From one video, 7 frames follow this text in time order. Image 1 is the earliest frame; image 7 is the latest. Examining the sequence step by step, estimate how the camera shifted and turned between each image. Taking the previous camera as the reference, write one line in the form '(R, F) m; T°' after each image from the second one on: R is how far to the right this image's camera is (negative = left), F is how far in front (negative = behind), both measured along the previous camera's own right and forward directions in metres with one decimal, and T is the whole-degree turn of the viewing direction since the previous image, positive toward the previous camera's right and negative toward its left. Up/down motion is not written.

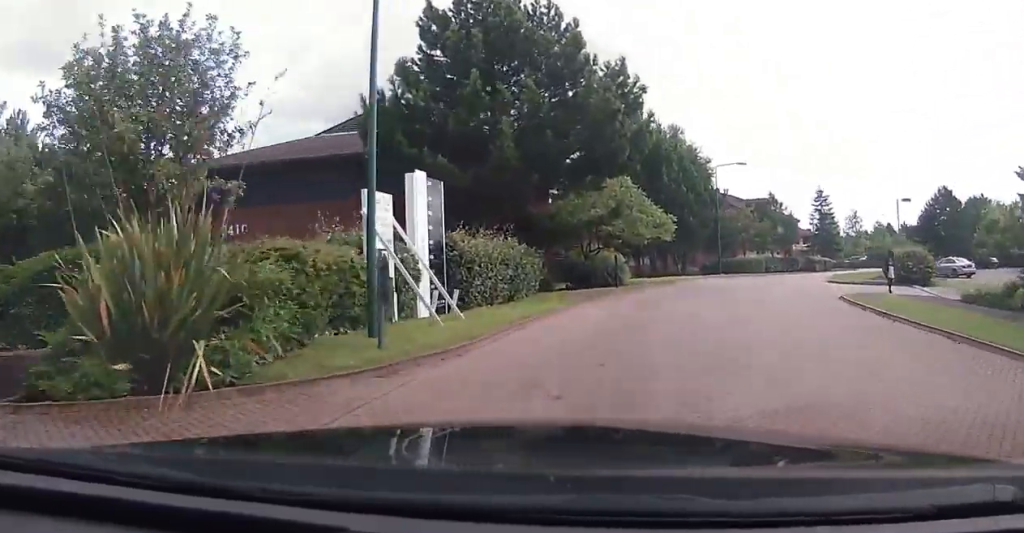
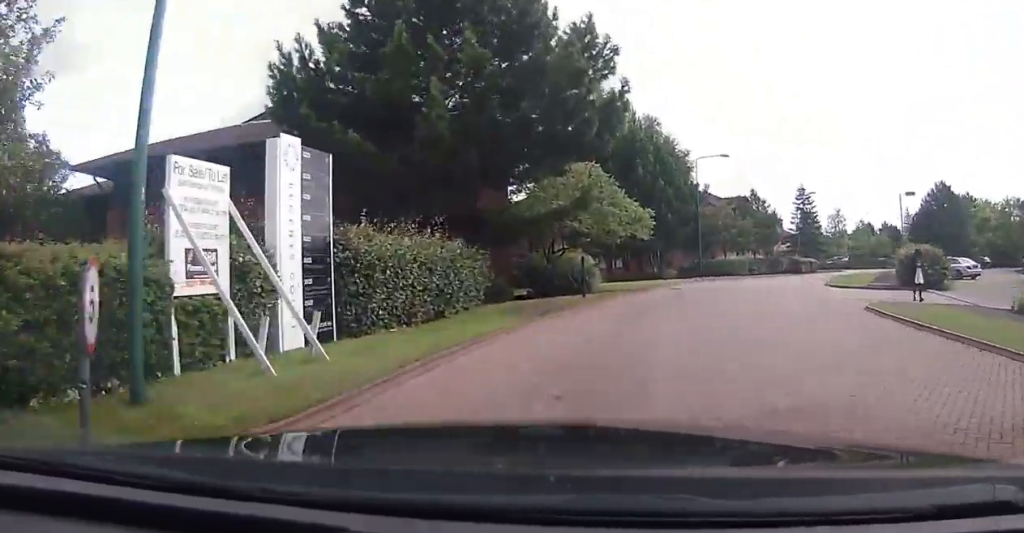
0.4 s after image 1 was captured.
(-0.2, +5.2) m; 0°
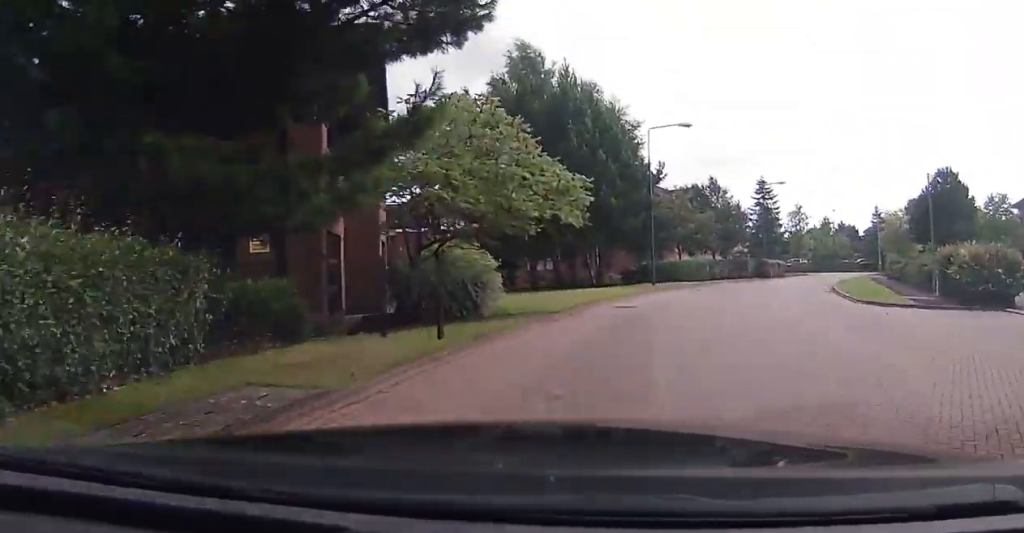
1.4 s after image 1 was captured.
(-0.6, +11.8) m; 0°
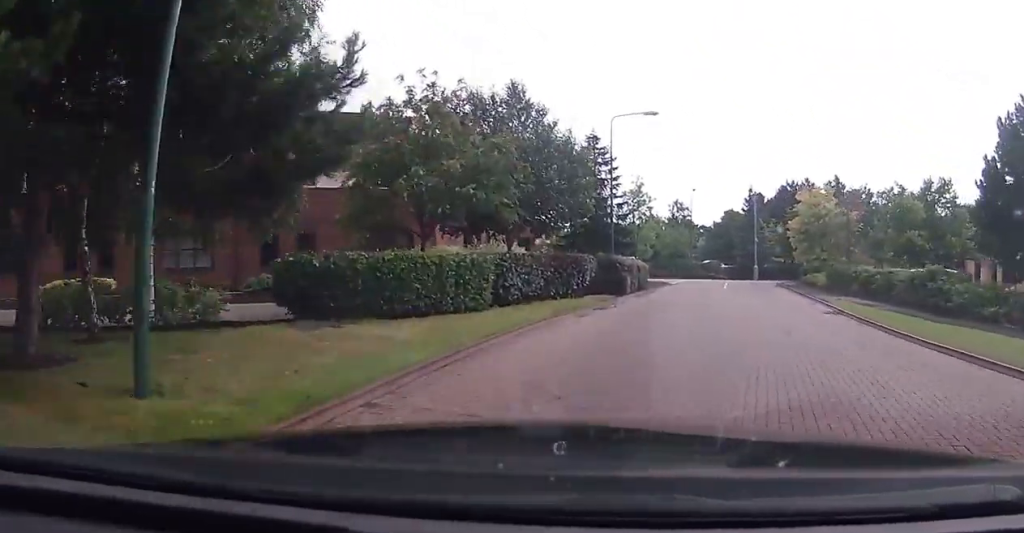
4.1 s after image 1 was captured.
(+3.7, +29.7) m; +16°
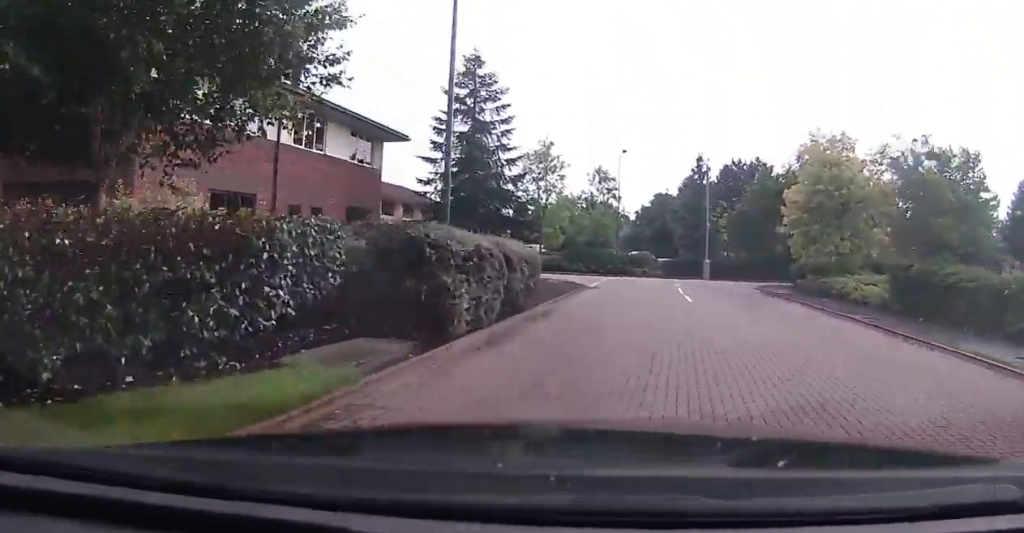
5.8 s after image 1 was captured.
(+1.3, +18.3) m; +6°
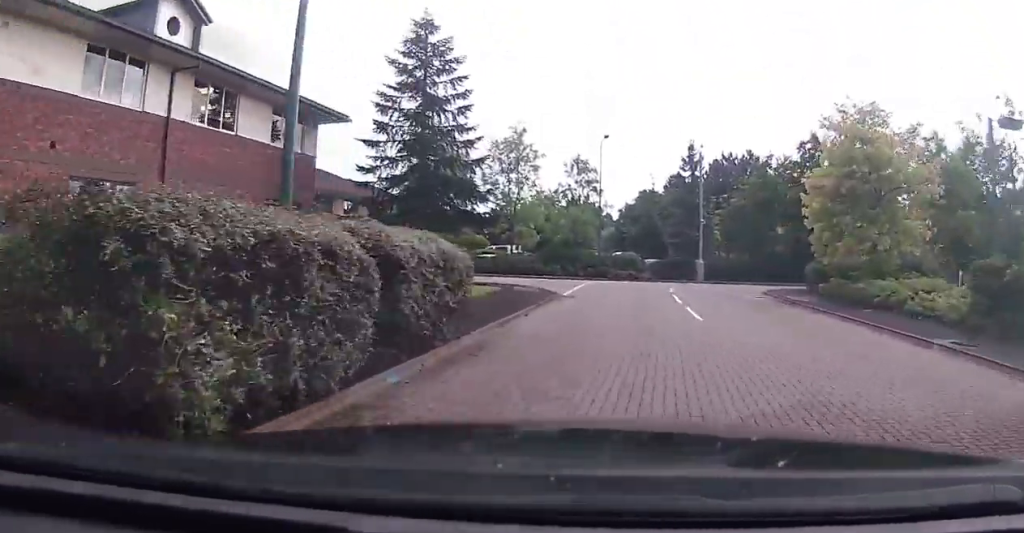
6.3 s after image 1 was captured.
(0.0, +5.8) m; +2°
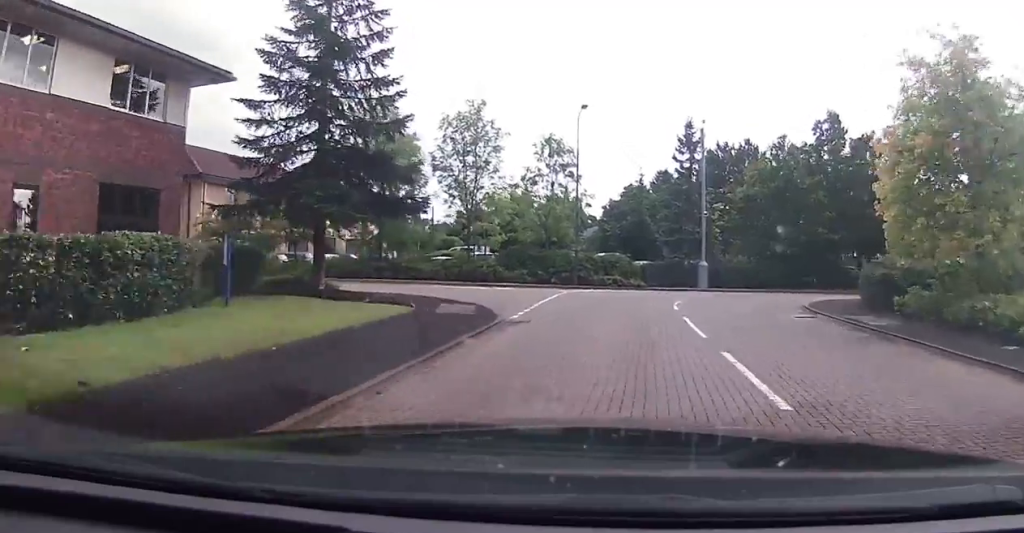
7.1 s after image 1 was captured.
(+0.4, +8.5) m; +3°
